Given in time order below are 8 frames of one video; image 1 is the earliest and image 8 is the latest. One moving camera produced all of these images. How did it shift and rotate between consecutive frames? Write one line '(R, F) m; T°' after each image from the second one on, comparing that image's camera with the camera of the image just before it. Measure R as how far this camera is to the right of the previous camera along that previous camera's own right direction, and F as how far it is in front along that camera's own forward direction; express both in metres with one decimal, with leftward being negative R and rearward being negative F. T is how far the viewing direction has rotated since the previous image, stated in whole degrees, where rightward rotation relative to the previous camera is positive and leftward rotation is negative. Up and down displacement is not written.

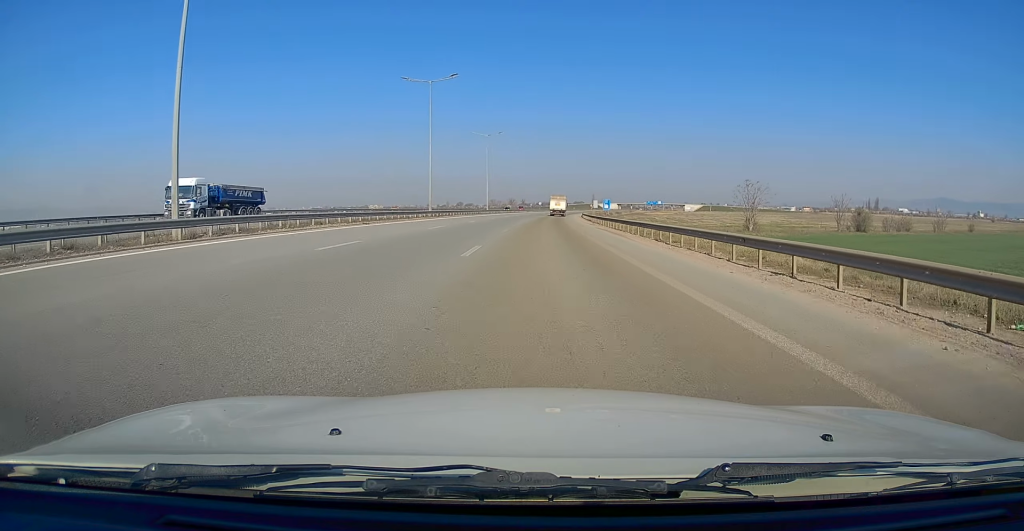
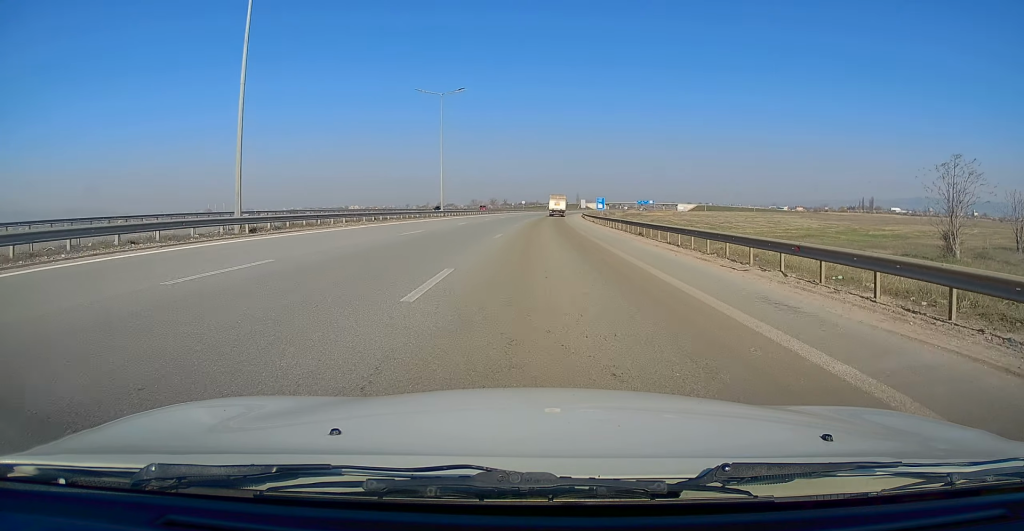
(+0.3, +39.0) m; +2°
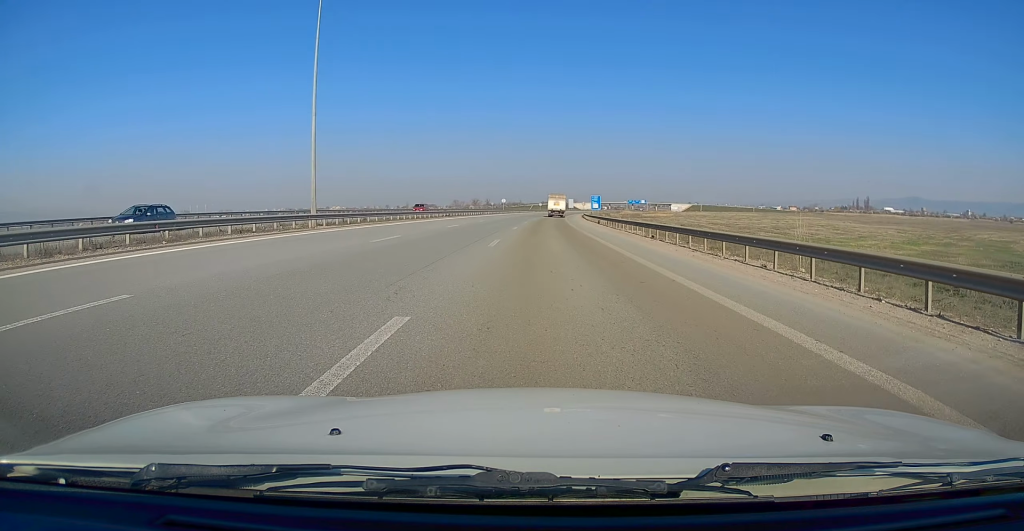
(+0.7, +37.1) m; +1°
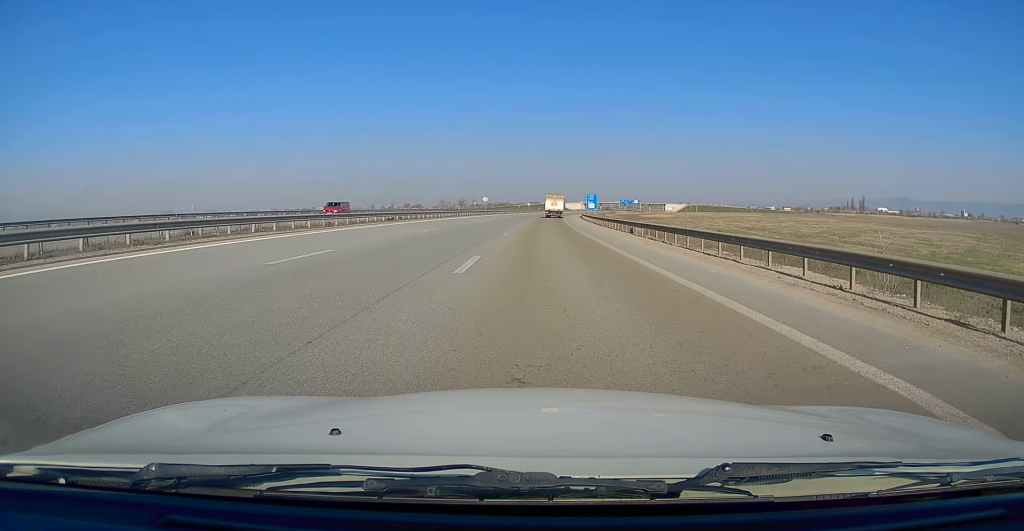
(0.0, +23.7) m; +1°
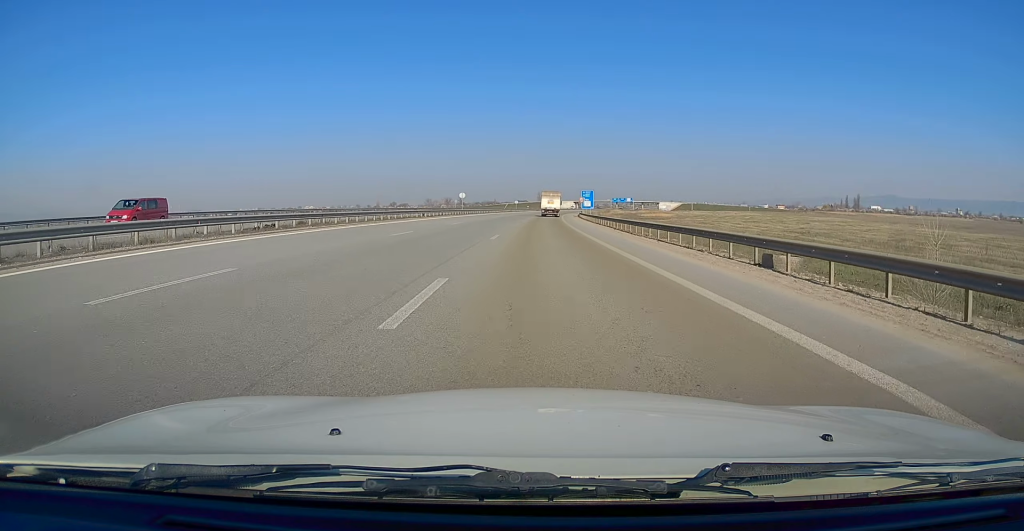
(+0.3, +21.3) m; +1°
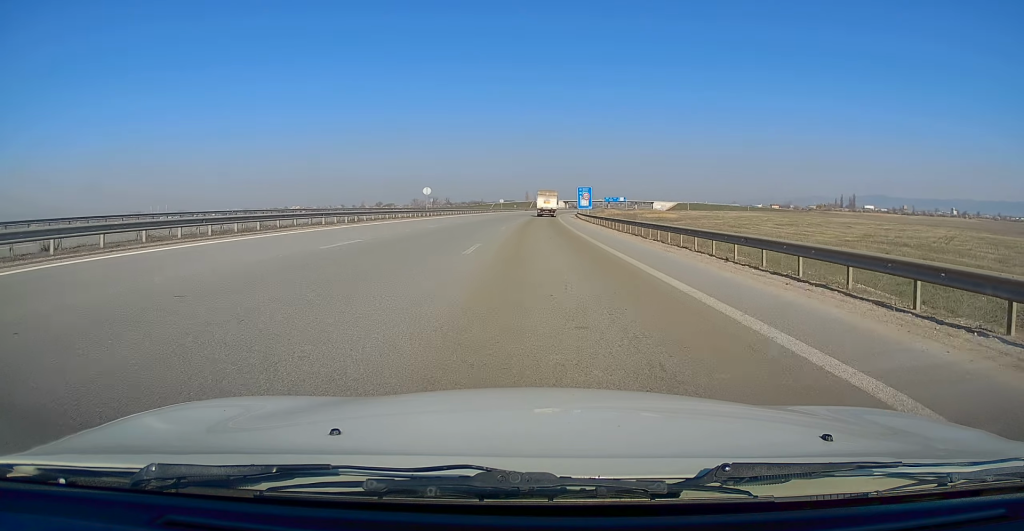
(+0.2, +23.2) m; +1°
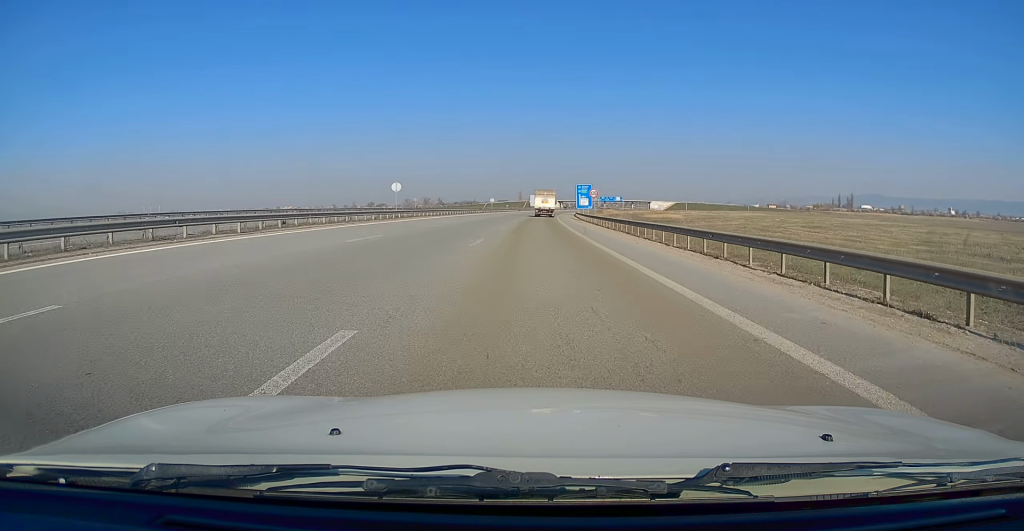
(-0.1, +13.4) m; 0°
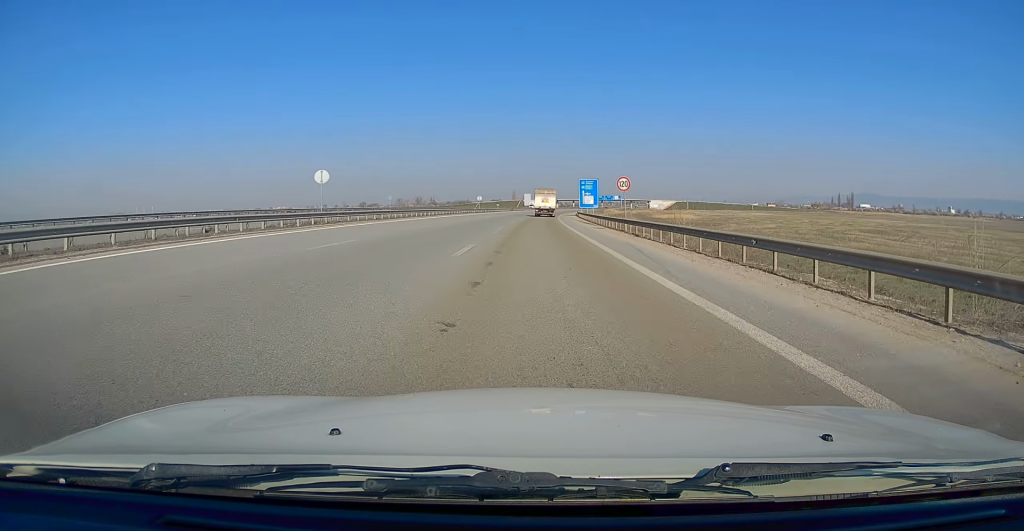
(+0.3, +19.7) m; +1°
